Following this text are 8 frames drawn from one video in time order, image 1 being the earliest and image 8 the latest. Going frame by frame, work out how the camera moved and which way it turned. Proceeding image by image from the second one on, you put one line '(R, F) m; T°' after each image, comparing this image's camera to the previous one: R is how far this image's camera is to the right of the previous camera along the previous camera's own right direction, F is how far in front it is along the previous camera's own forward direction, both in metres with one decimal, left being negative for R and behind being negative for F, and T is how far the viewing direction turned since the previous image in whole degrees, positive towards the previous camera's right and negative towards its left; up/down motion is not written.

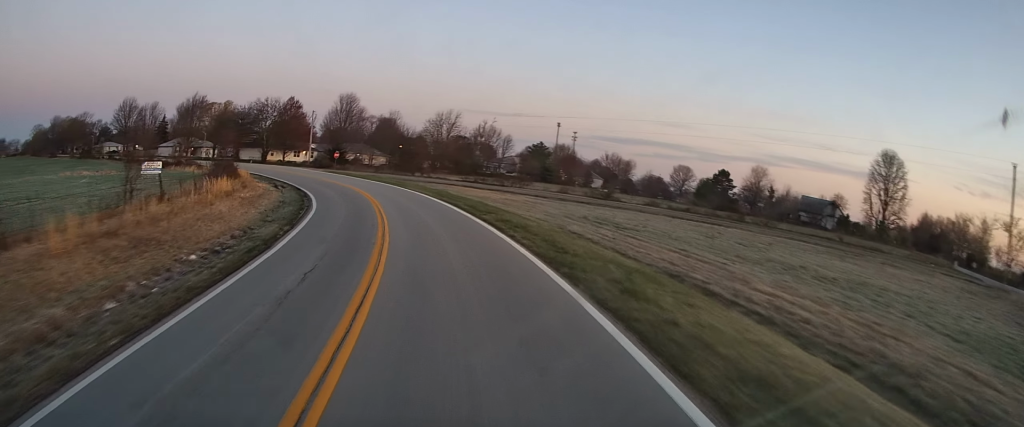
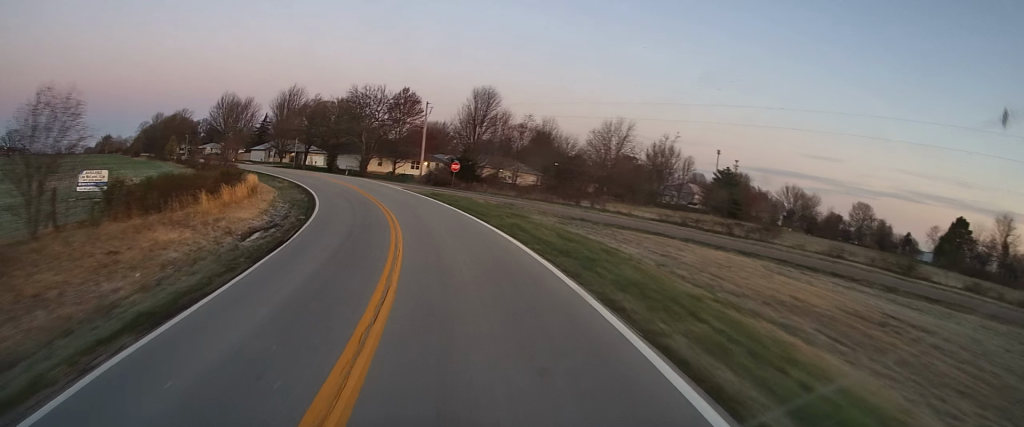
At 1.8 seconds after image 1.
(-4.4, +31.3) m; -15°
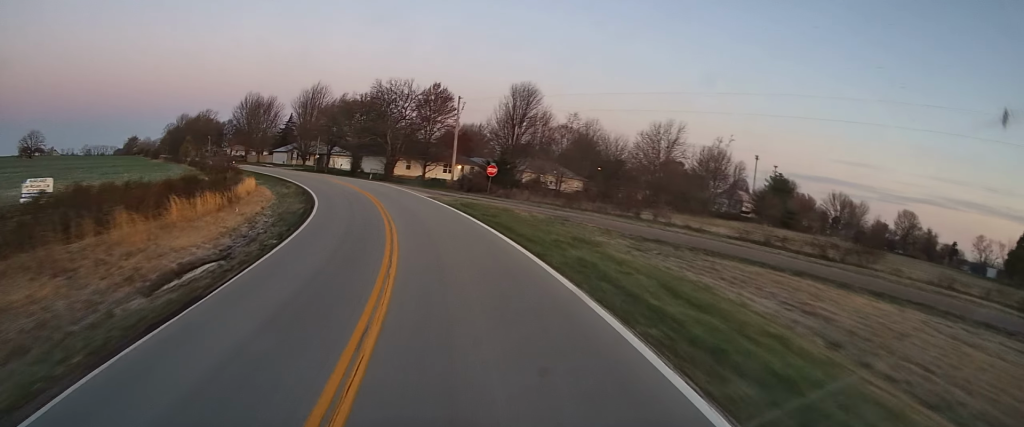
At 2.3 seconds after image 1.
(+0.4, +8.8) m; -4°
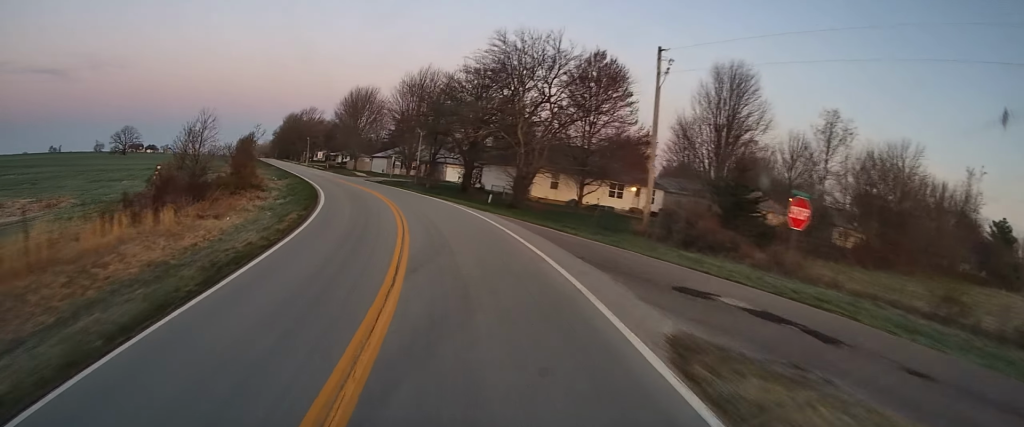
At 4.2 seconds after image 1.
(-5.5, +33.2) m; -14°
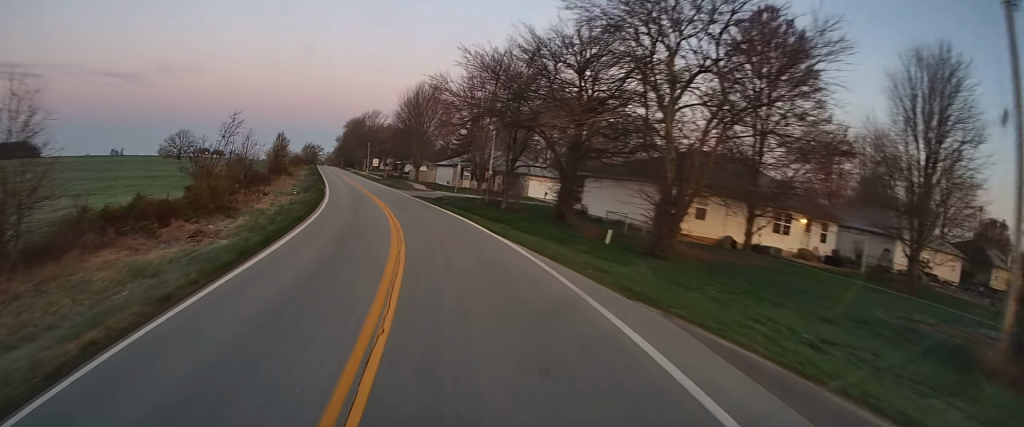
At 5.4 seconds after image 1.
(-1.1, +20.2) m; -8°
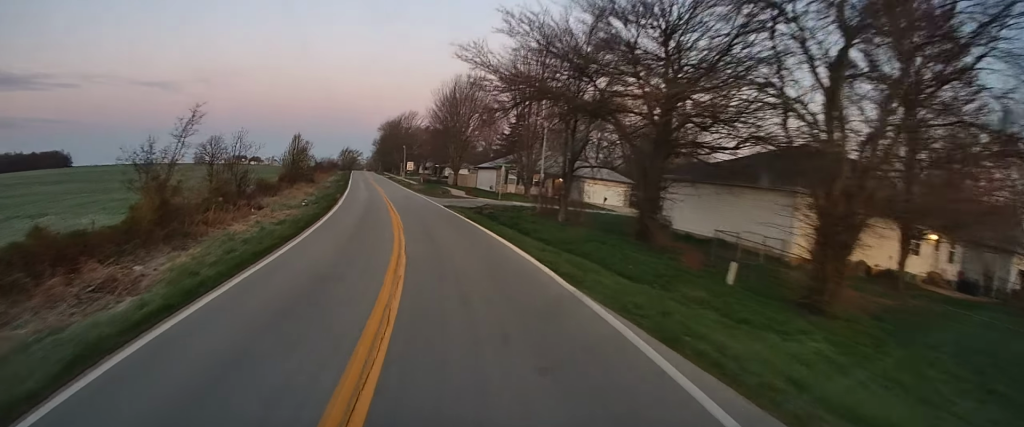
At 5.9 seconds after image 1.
(-0.6, +9.6) m; -5°
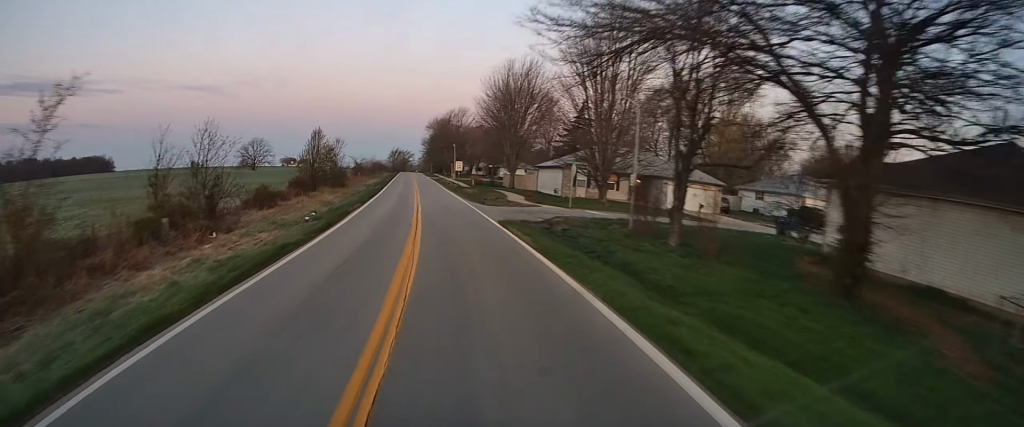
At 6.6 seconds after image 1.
(-0.5, +11.7) m; -6°
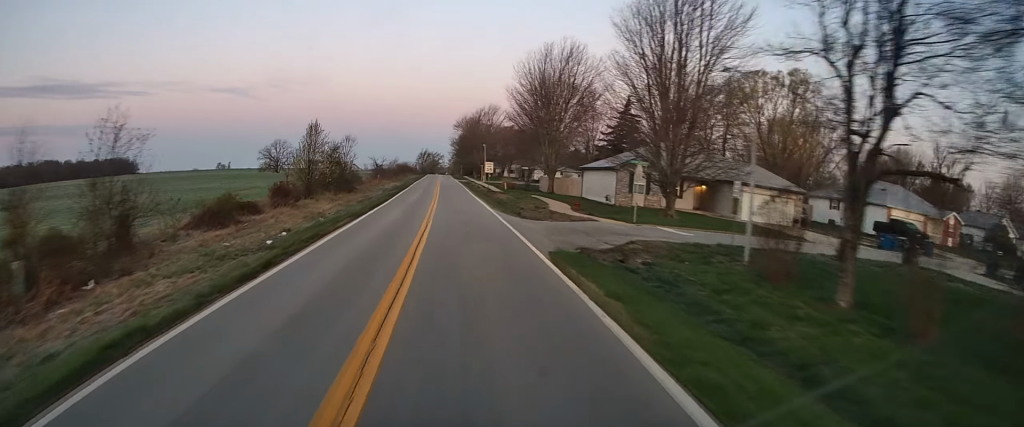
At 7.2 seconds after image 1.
(-0.4, +9.9) m; -5°
